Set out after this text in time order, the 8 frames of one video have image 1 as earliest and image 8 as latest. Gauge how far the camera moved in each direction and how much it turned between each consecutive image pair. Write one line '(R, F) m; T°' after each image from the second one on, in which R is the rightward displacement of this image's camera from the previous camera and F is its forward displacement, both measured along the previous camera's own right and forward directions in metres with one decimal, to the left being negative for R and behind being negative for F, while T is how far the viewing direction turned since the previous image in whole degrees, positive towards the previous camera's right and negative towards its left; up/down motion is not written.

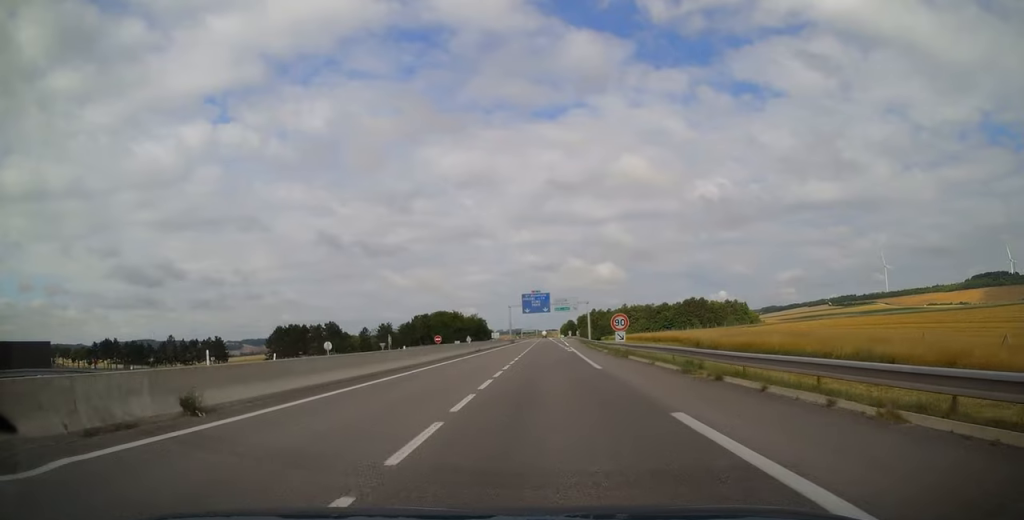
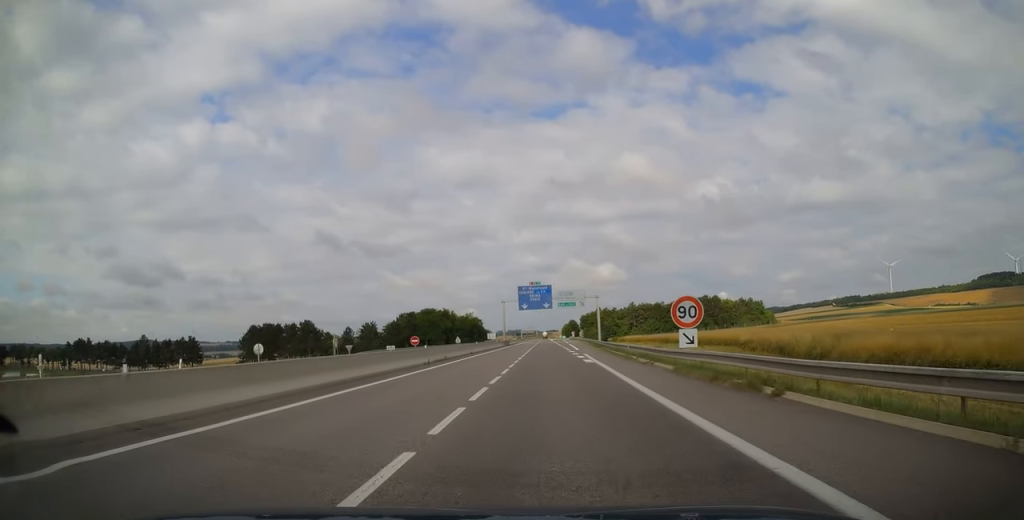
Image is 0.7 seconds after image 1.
(+0.1, +20.1) m; 0°
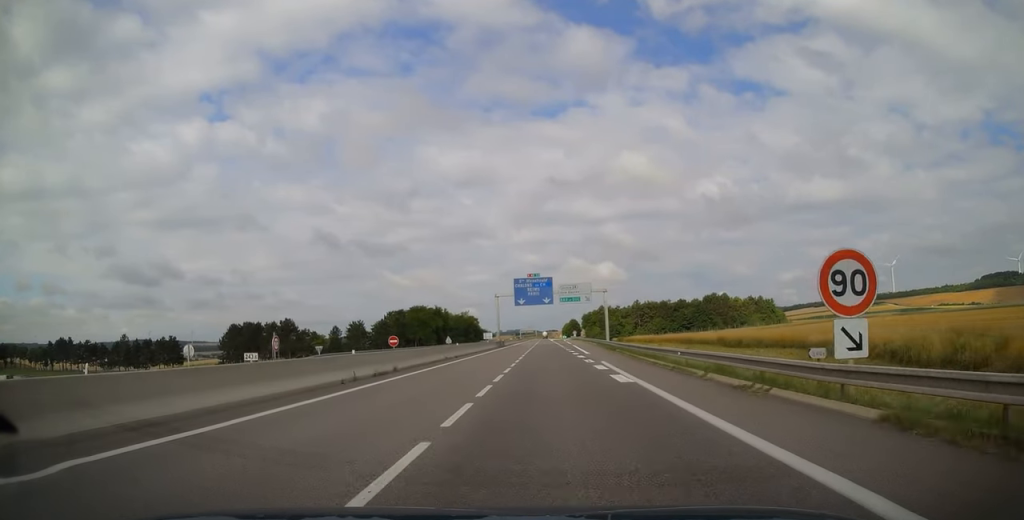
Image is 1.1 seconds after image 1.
(0.0, +12.8) m; 0°
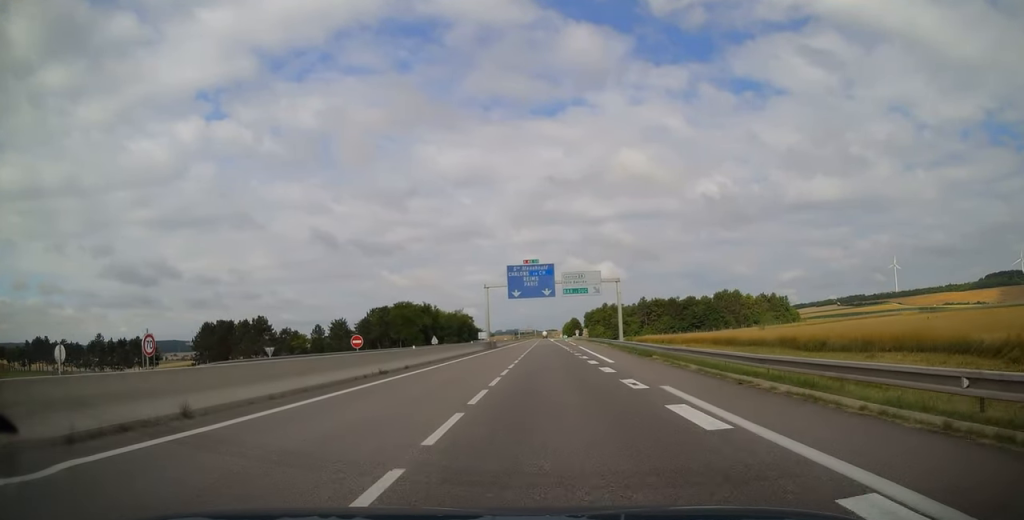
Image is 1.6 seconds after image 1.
(0.0, +15.2) m; 0°
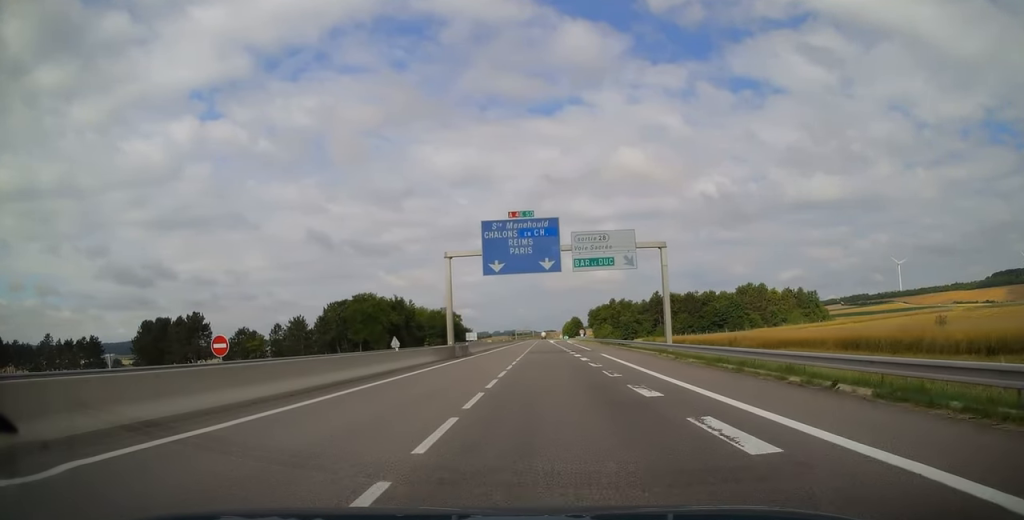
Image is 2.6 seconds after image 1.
(0.0, +27.5) m; 0°
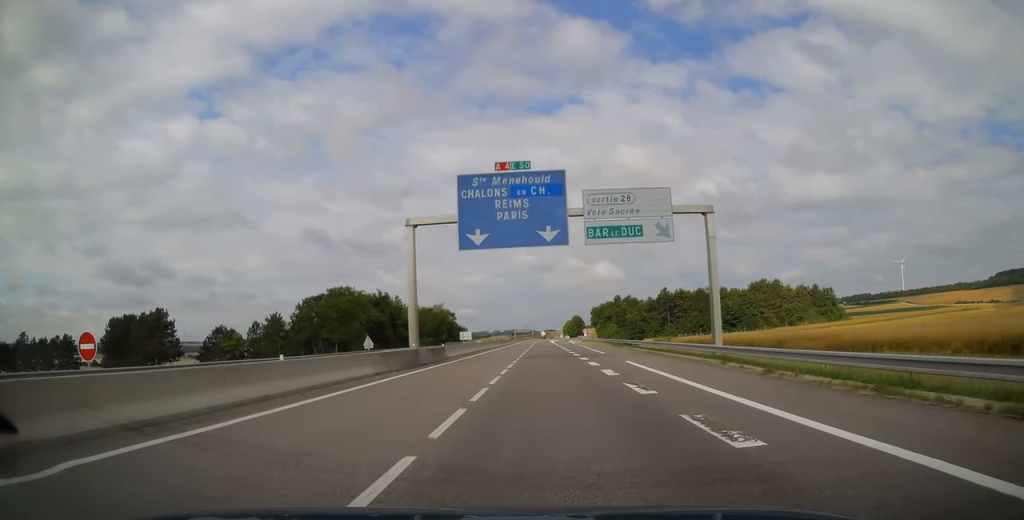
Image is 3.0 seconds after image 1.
(0.0, +12.2) m; 0°
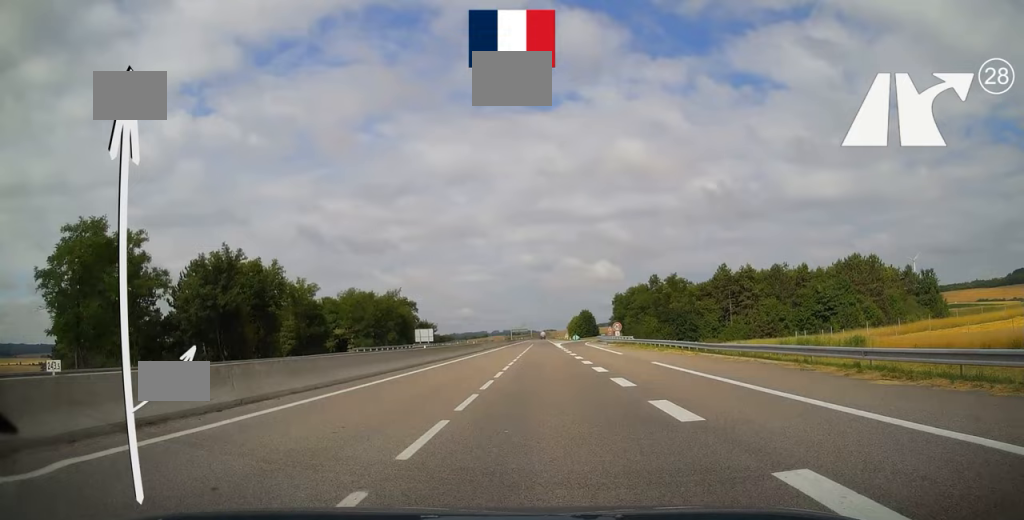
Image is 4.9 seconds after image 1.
(0.0, +55.5) m; 0°
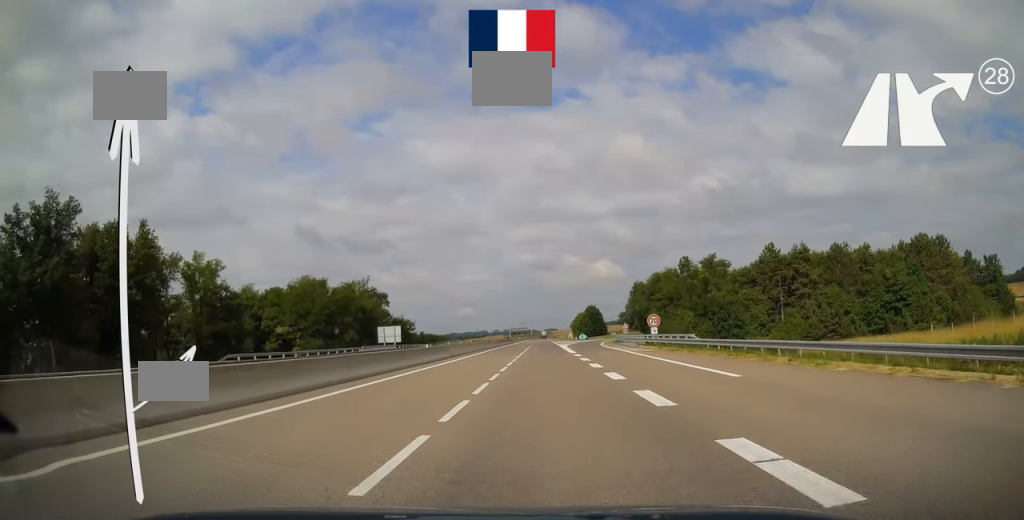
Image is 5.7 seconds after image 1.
(0.0, +24.1) m; 0°
